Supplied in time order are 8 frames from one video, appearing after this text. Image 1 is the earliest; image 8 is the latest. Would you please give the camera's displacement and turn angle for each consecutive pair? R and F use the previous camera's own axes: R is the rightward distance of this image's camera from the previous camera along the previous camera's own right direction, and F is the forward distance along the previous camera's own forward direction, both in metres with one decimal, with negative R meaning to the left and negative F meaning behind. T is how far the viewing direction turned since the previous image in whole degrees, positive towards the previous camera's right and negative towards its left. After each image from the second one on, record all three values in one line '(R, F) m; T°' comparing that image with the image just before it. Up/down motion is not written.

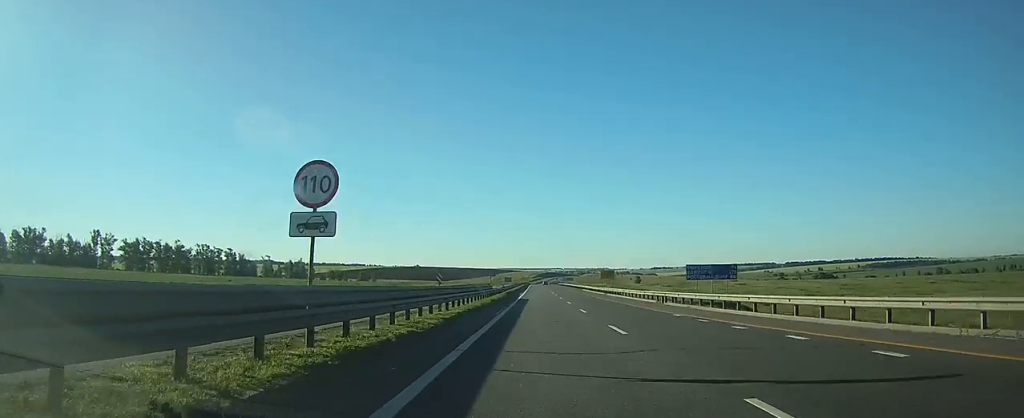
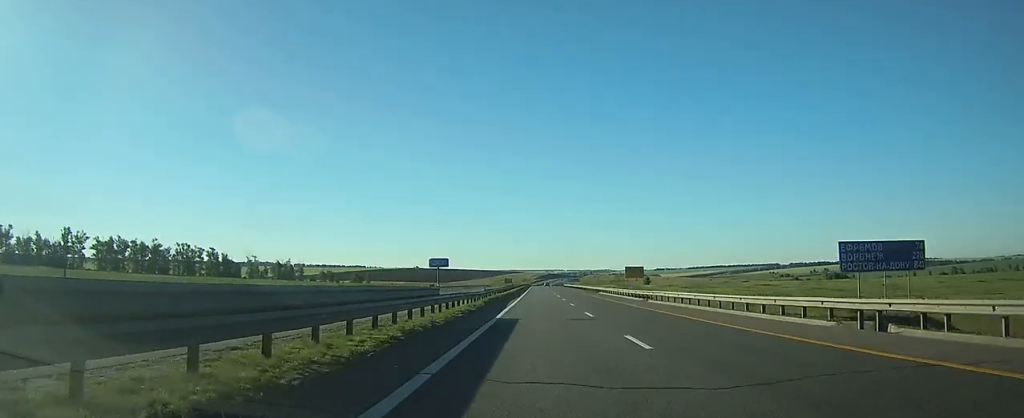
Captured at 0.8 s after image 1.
(+0.1, +27.4) m; 0°
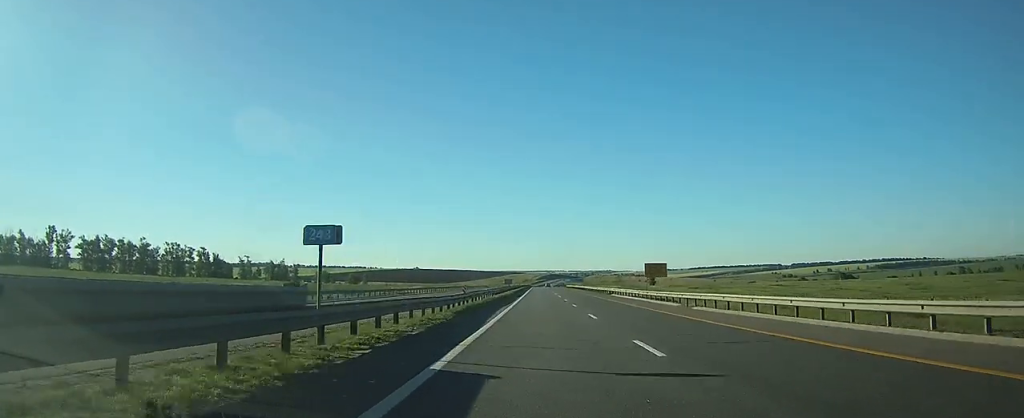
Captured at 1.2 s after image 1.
(0.0, +13.2) m; 0°
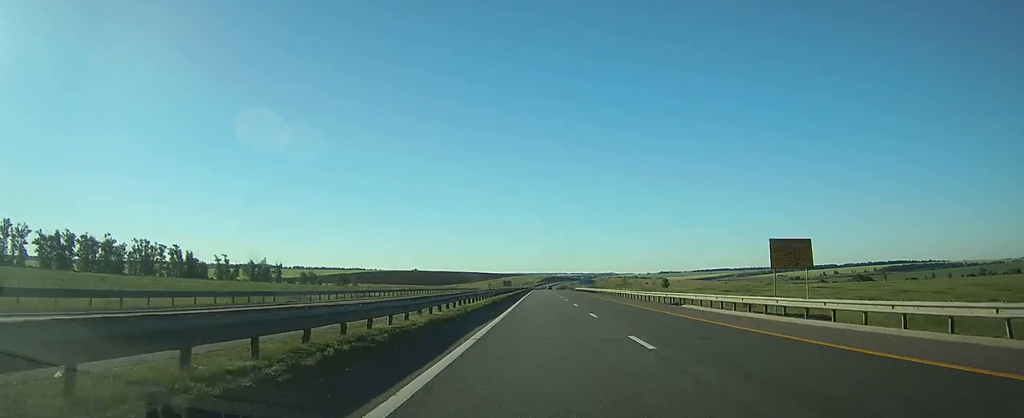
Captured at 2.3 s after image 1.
(-0.2, +34.2) m; 0°
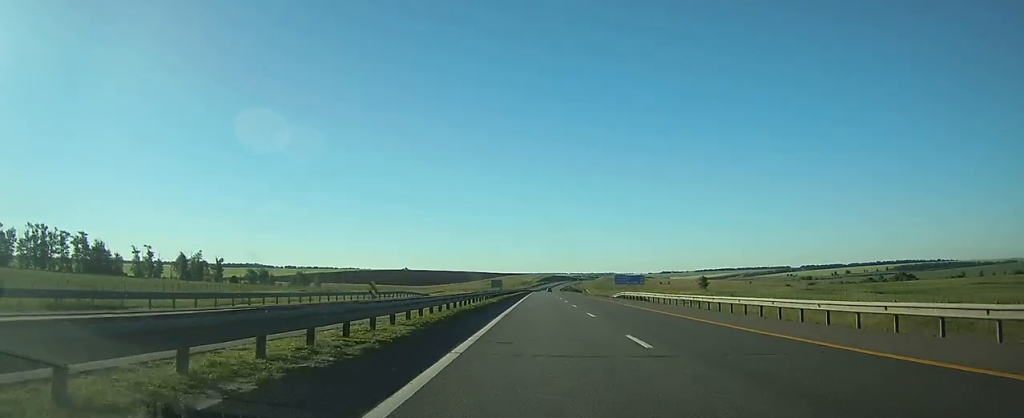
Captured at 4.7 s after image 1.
(-0.4, +82.7) m; -1°
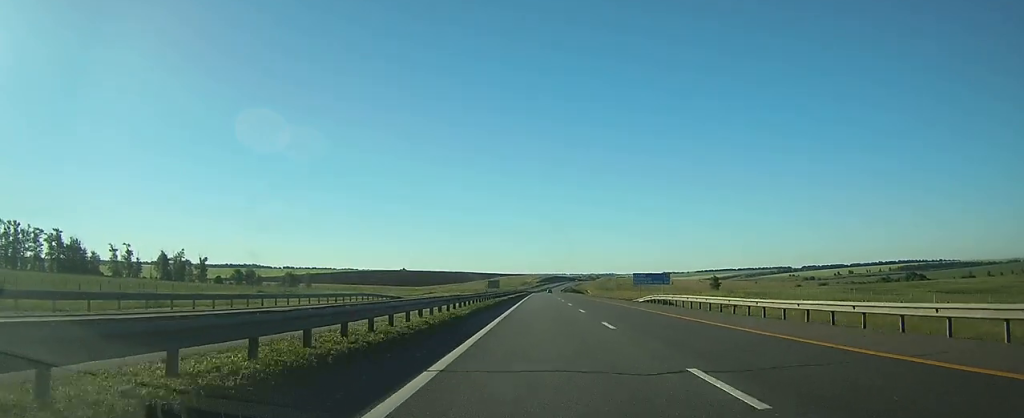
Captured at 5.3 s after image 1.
(0.0, +18.1) m; 0°
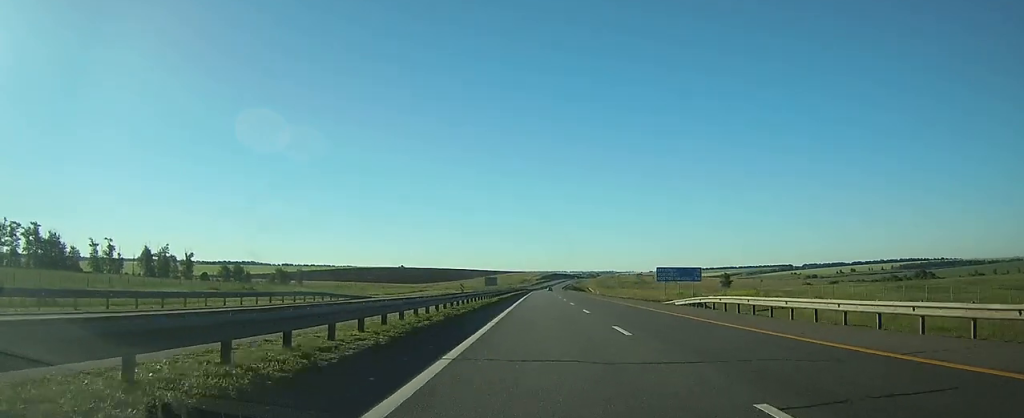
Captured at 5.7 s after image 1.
(0.0, +14.8) m; 0°
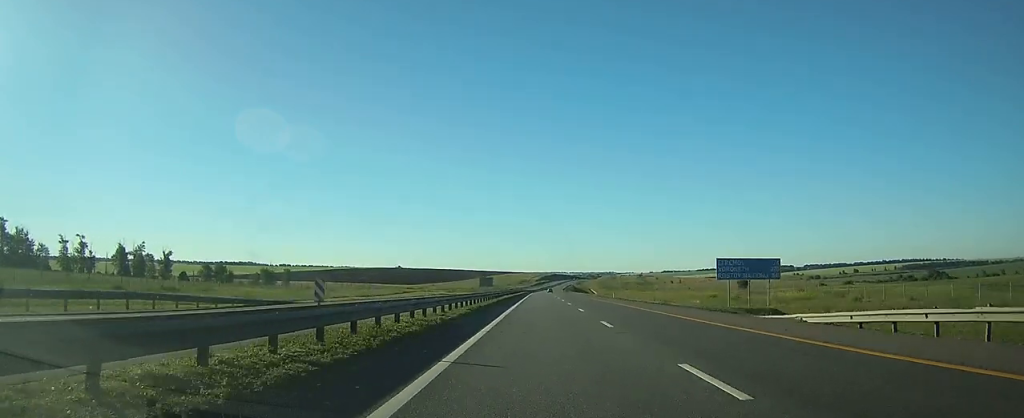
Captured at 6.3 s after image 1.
(0.0, +20.5) m; 0°
